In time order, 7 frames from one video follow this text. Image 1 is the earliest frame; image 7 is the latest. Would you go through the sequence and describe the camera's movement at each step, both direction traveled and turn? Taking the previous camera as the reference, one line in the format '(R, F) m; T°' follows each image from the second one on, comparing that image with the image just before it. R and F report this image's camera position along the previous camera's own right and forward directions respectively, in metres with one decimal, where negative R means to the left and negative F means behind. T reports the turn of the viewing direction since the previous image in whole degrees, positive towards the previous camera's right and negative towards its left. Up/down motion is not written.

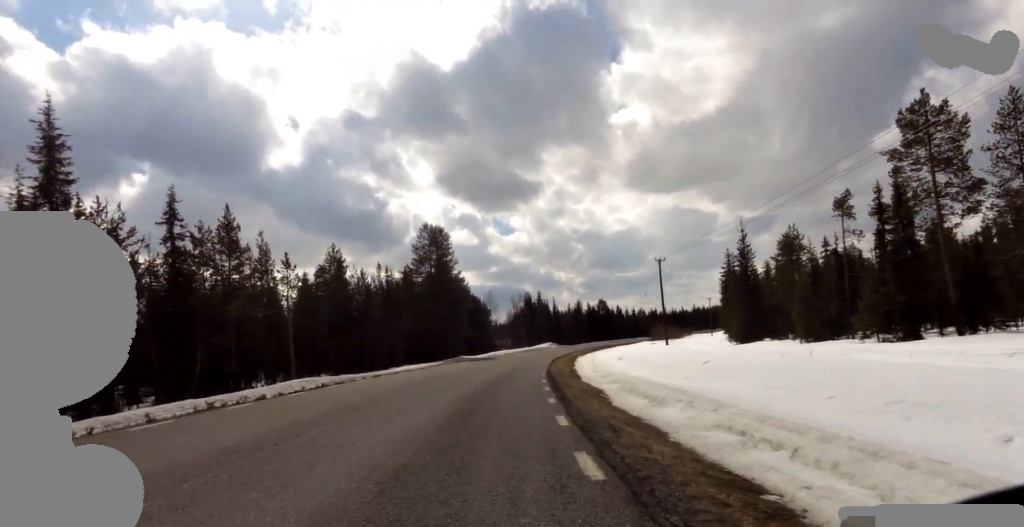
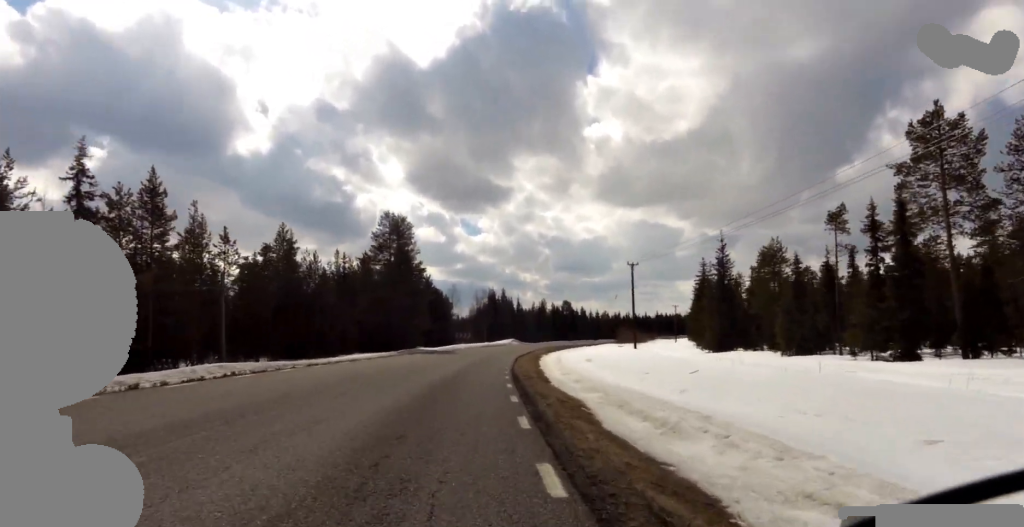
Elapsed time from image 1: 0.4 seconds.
(0.0, +3.9) m; +3°
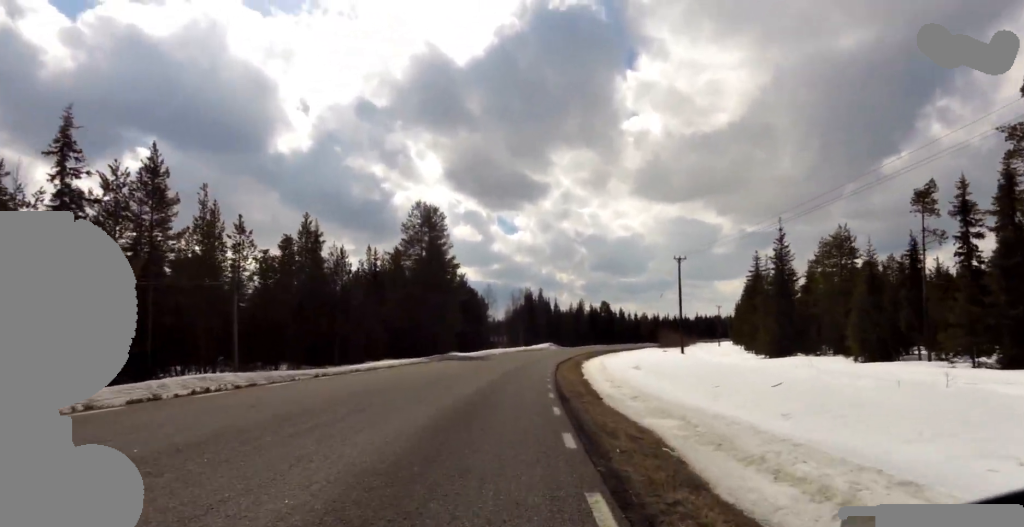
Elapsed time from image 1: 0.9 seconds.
(+0.2, +3.8) m; +1°
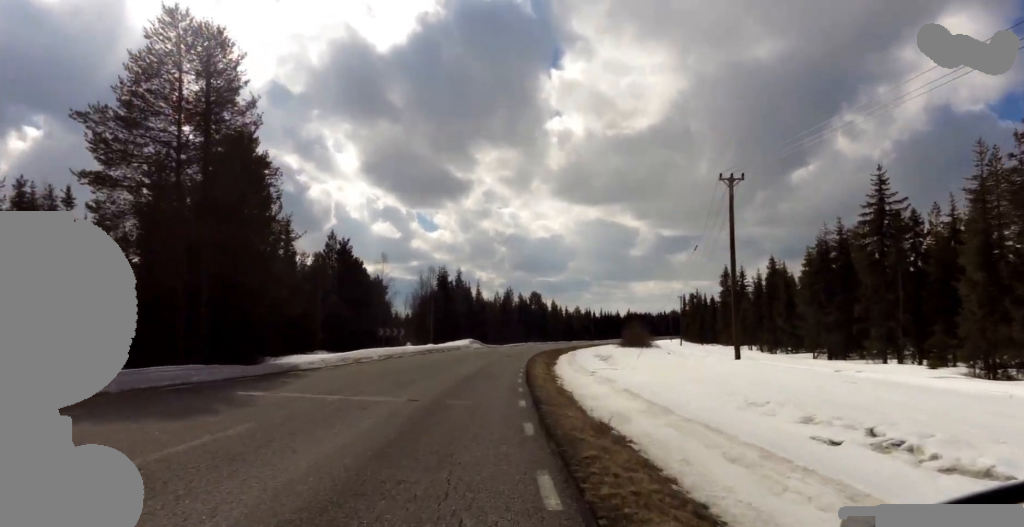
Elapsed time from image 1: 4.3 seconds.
(+1.9, +30.3) m; +5°
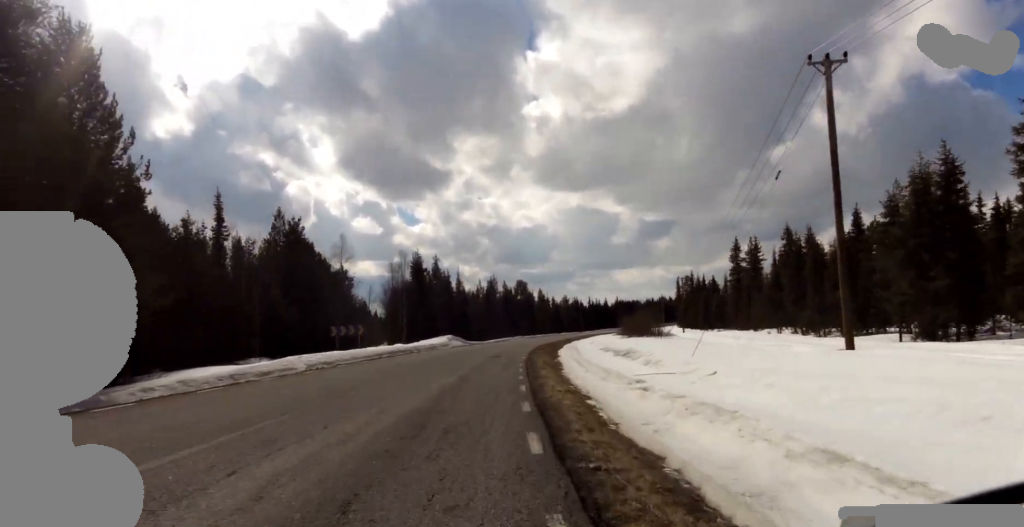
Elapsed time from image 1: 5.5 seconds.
(+0.1, +10.4) m; +7°
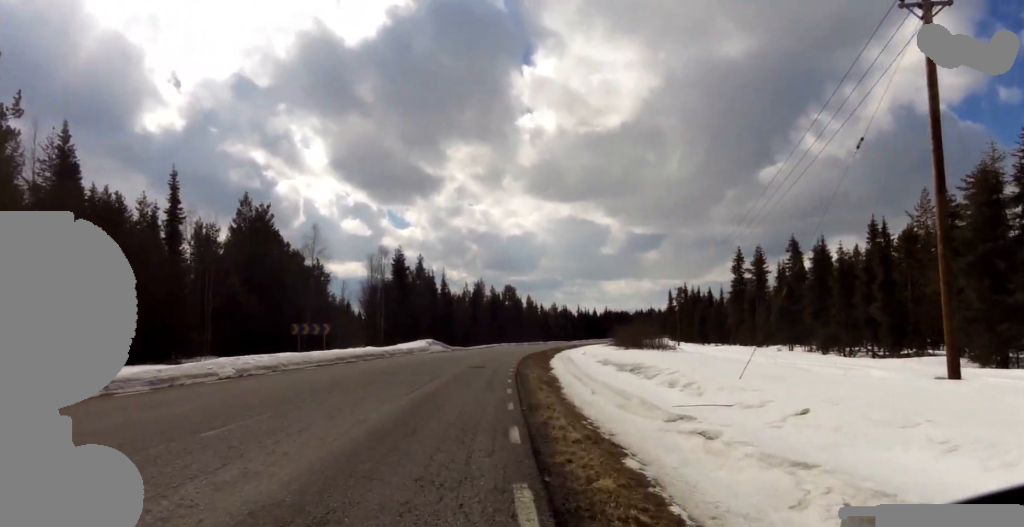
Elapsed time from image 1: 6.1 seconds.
(+0.5, +4.9) m; -1°
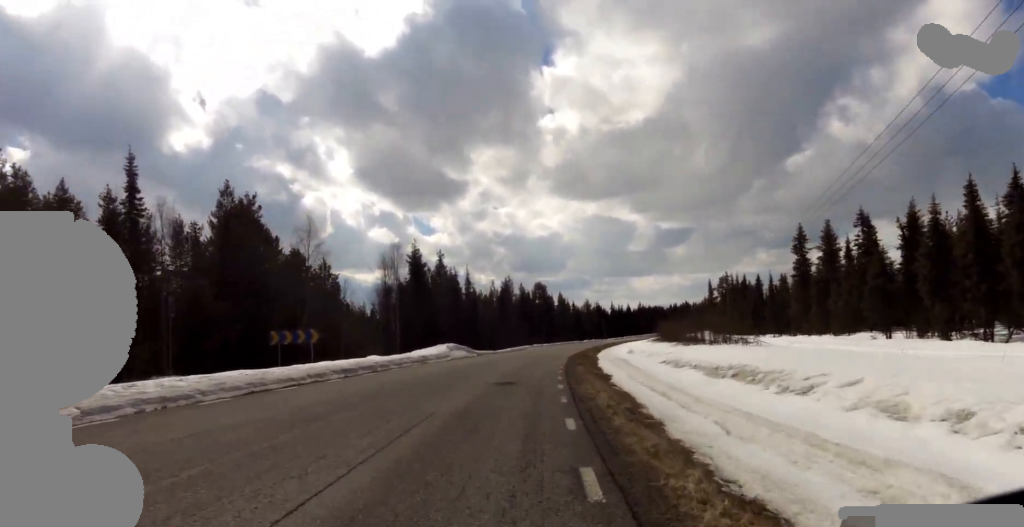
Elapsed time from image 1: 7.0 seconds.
(-0.2, +8.3) m; -2°
